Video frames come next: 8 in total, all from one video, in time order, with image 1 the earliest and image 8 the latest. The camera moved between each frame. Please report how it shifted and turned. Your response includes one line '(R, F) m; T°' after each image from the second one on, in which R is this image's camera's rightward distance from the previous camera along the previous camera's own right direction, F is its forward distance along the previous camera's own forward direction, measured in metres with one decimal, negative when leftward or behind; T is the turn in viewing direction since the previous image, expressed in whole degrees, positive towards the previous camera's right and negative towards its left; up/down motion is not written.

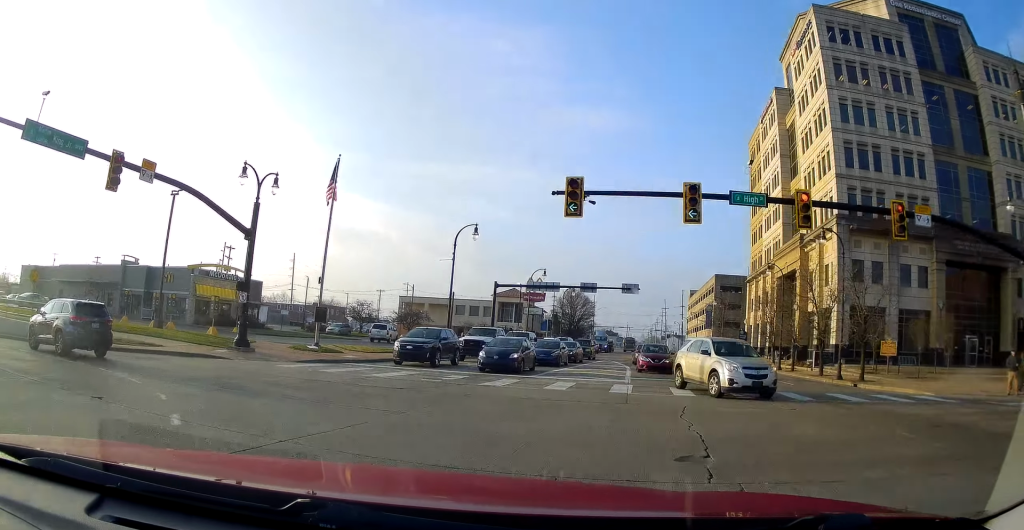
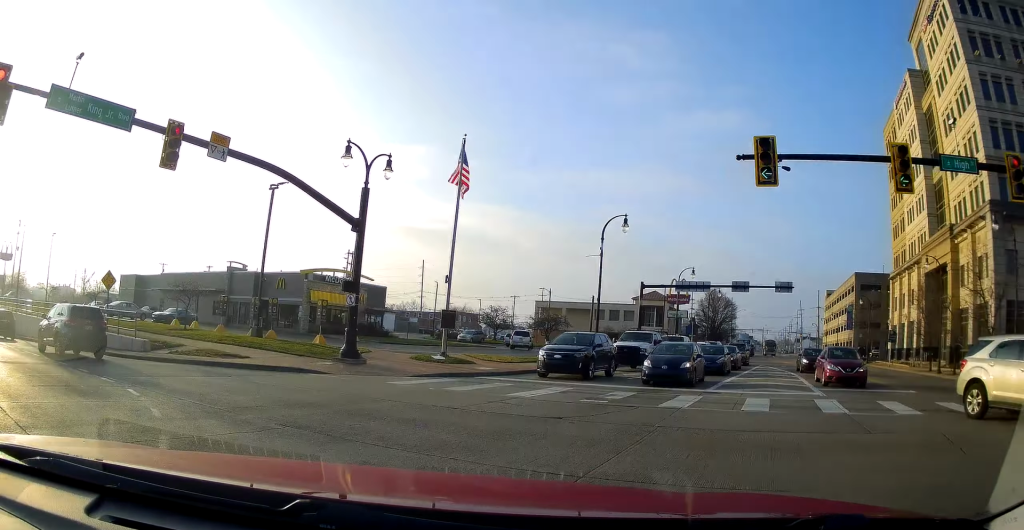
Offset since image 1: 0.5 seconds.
(-0.2, +4.2) m; -8°
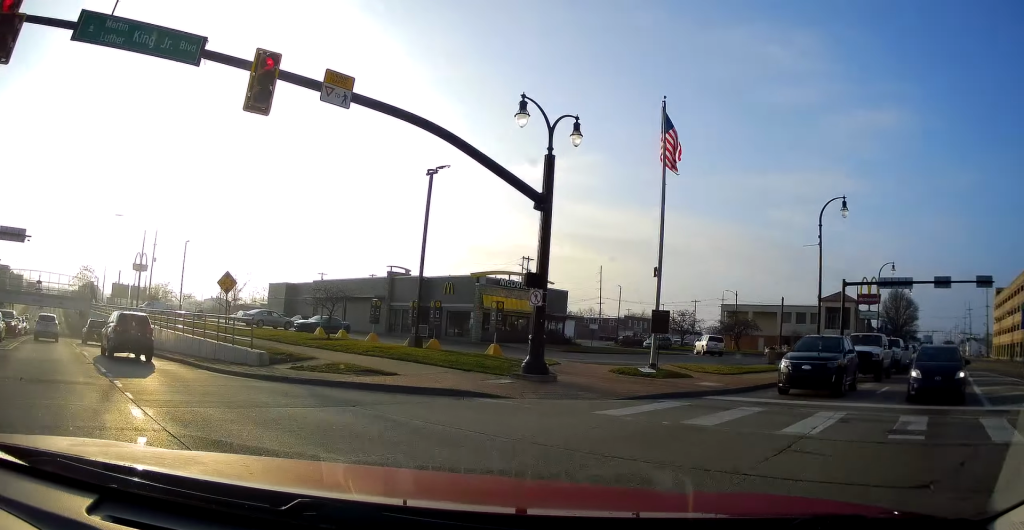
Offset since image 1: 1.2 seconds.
(-0.4, +5.0) m; -11°
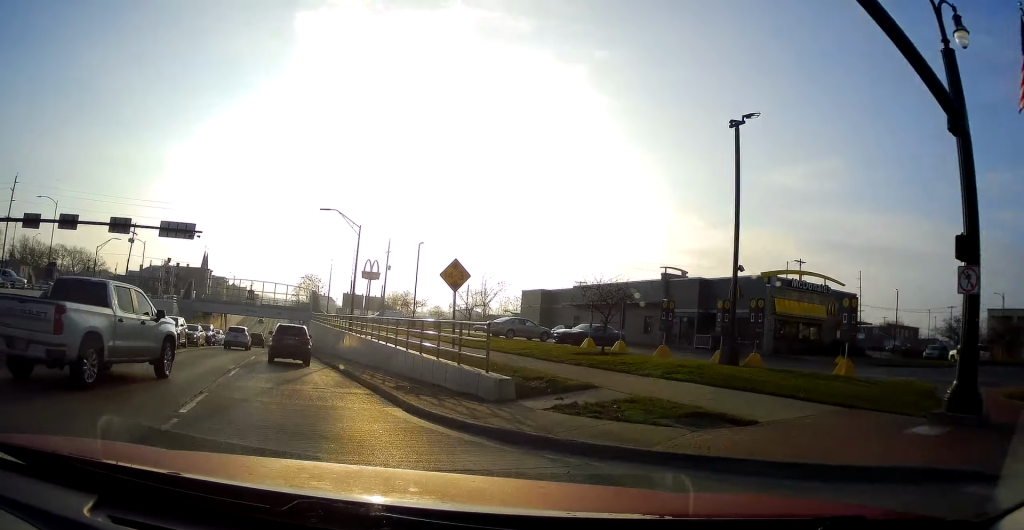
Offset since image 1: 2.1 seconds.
(-1.2, +7.4) m; -21°
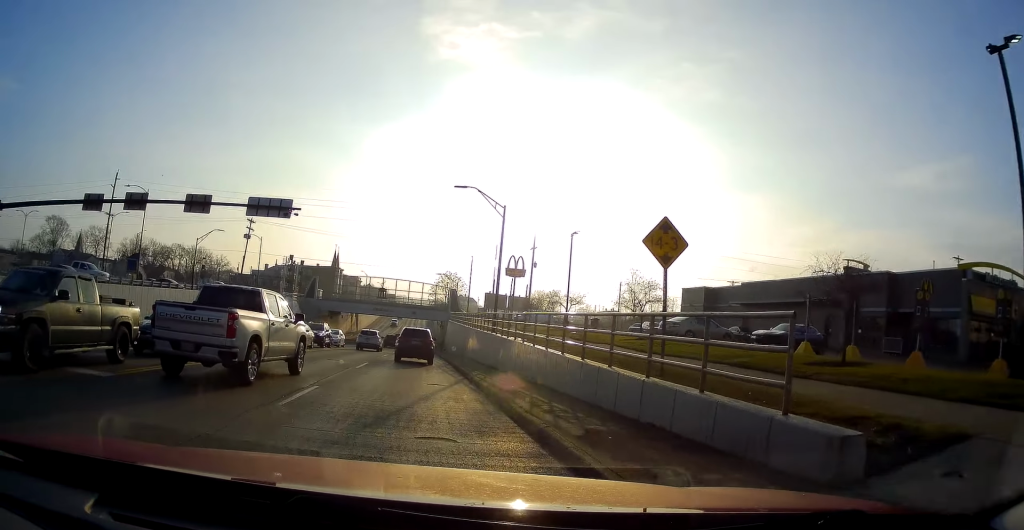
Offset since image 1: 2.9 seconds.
(-1.2, +6.6) m; -16°
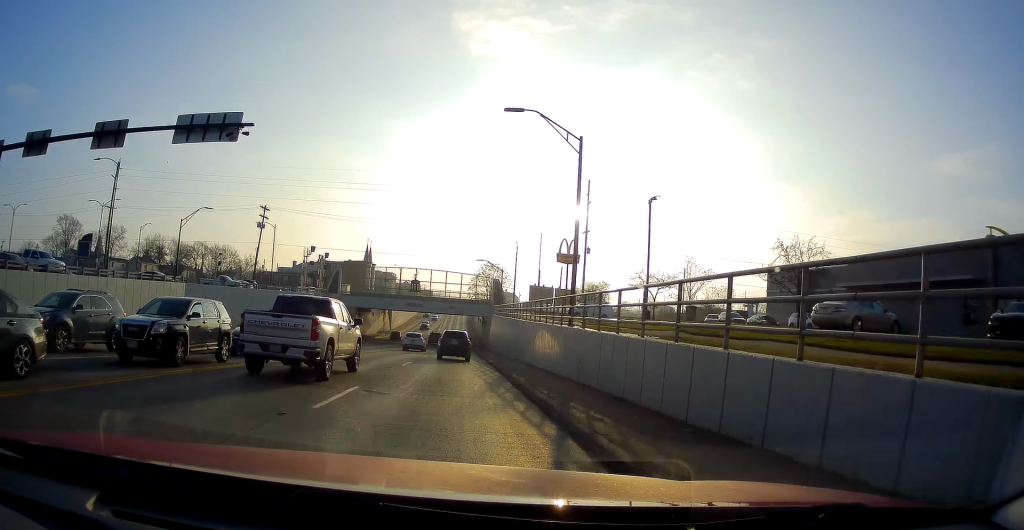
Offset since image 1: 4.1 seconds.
(-1.9, +11.1) m; -17°
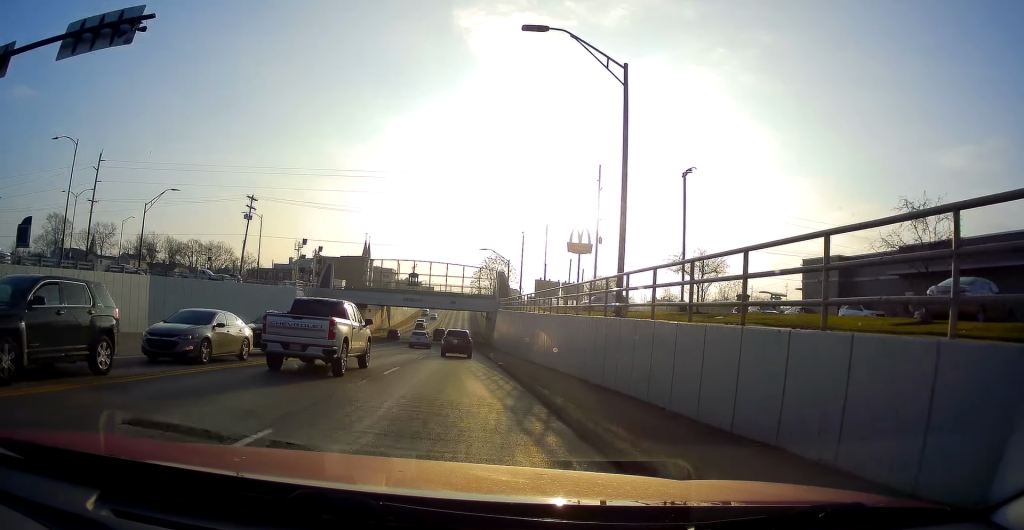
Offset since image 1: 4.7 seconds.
(-0.4, +6.2) m; -4°
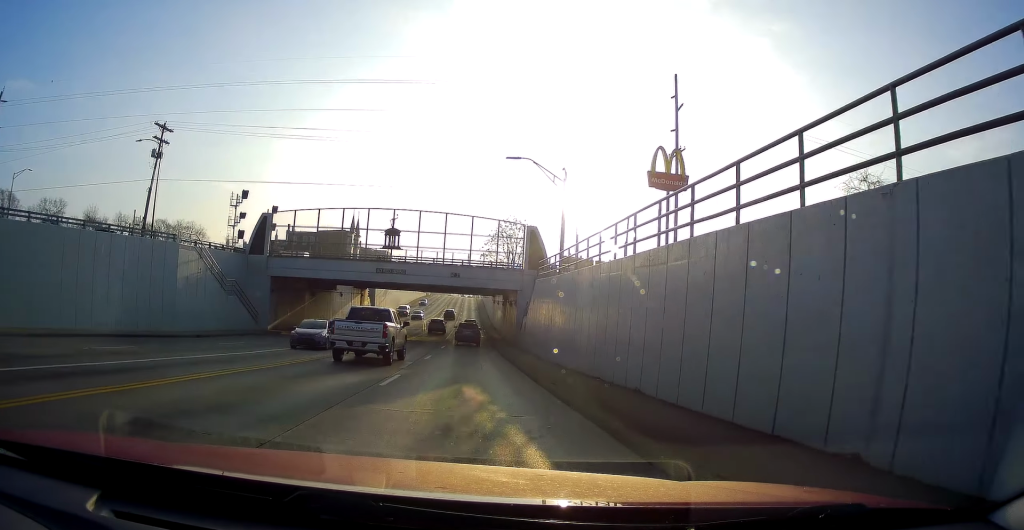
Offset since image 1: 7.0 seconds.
(-0.5, +28.4) m; 0°
